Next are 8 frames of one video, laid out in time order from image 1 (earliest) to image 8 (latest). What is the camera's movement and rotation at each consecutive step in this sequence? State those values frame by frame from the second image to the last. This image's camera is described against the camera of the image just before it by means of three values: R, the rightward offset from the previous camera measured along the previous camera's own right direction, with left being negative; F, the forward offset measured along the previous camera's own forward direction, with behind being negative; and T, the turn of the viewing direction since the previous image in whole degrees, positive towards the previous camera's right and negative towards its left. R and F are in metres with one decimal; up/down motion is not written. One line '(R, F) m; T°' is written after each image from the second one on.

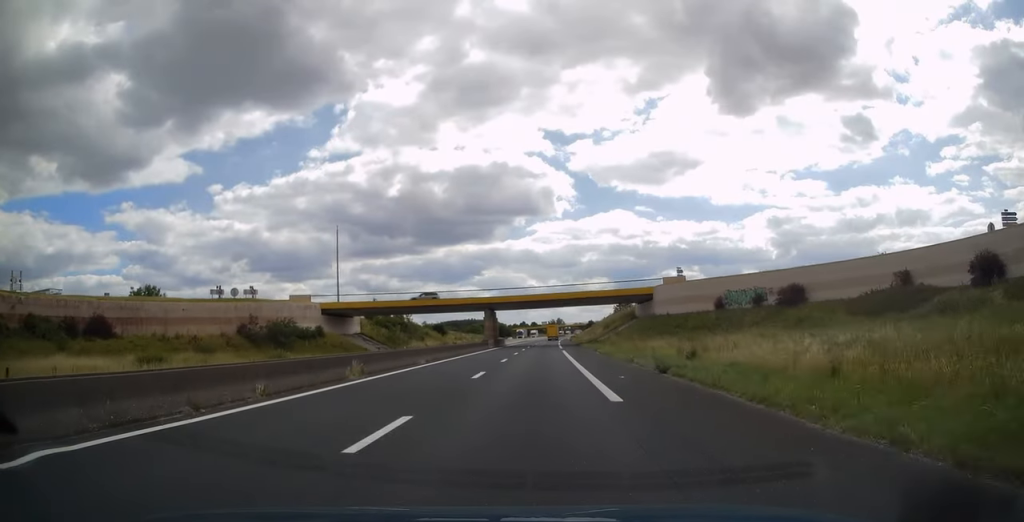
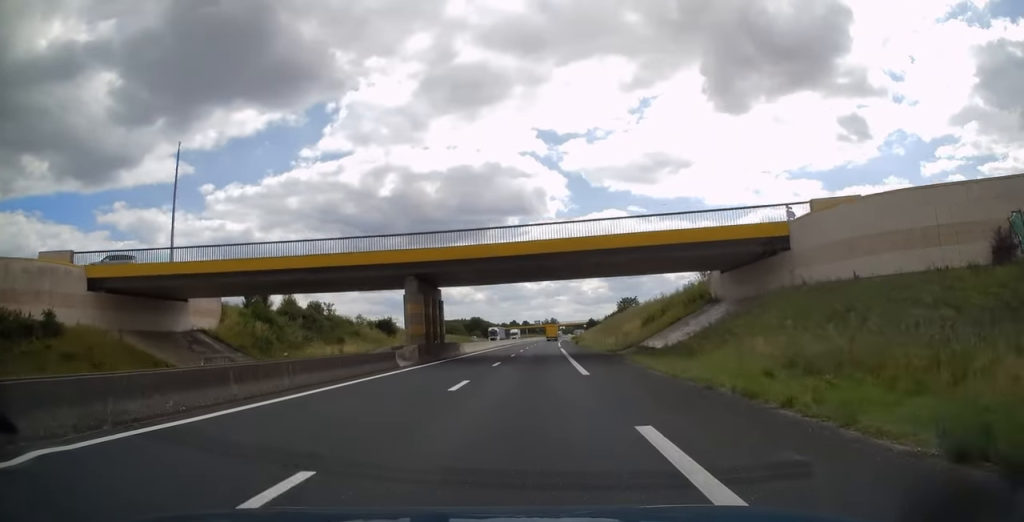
(+0.5, +42.0) m; +1°
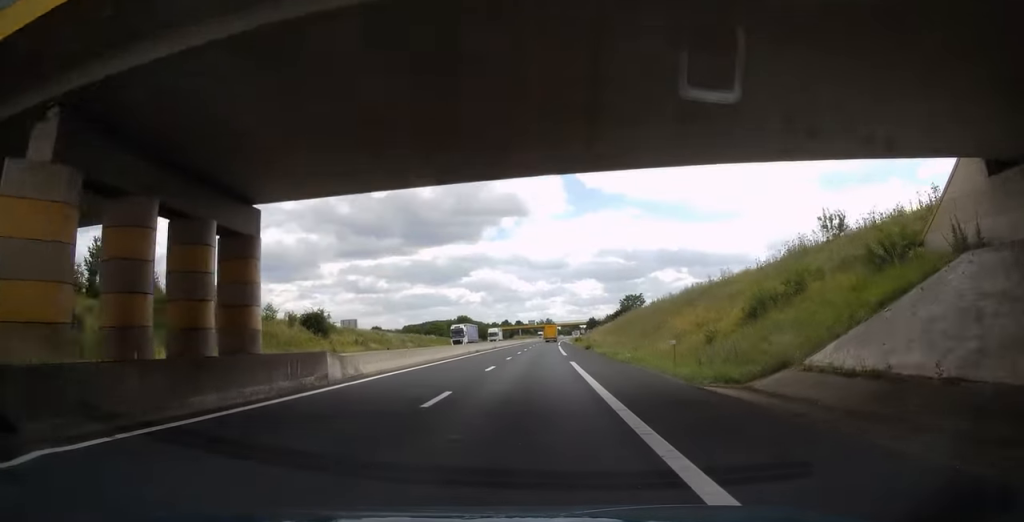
(0.0, +28.3) m; 0°
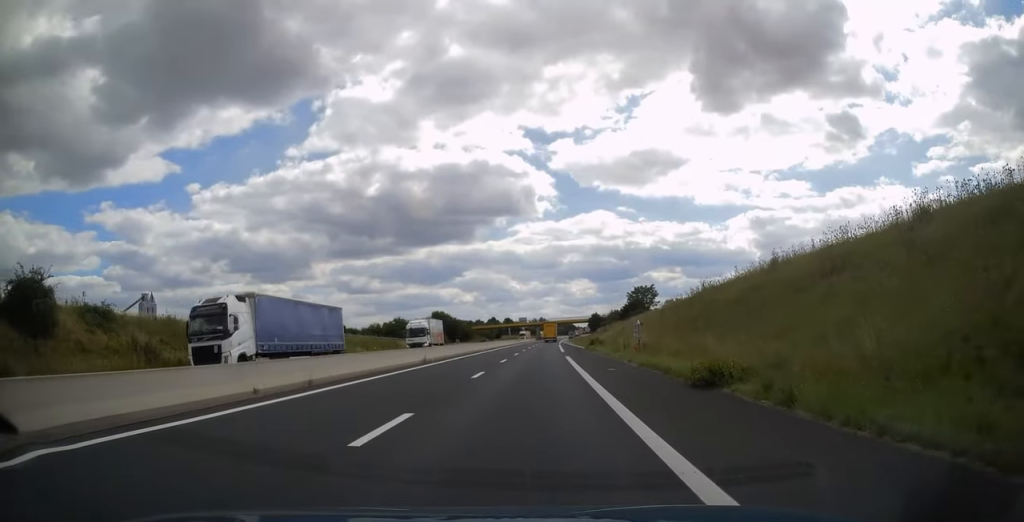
(+0.1, +42.0) m; 0°
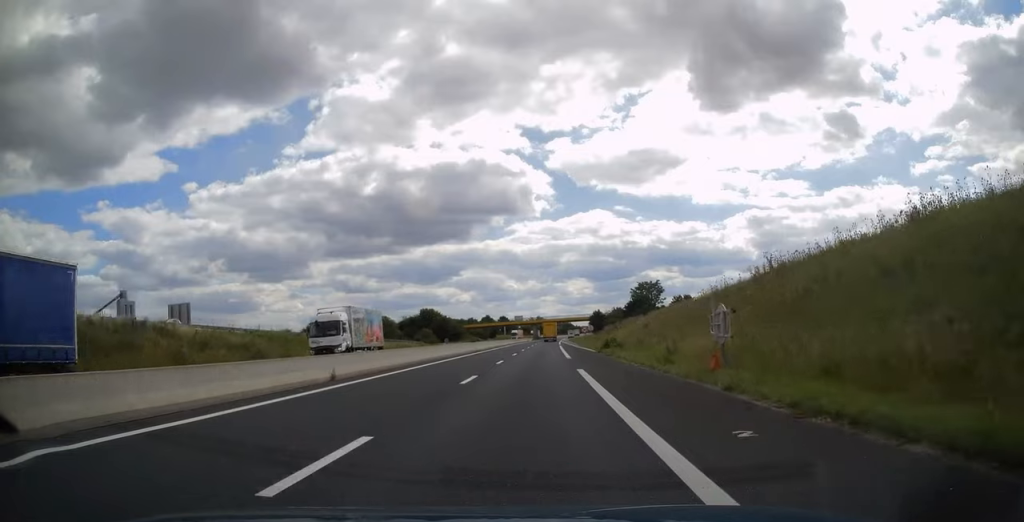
(0.0, +15.2) m; 0°
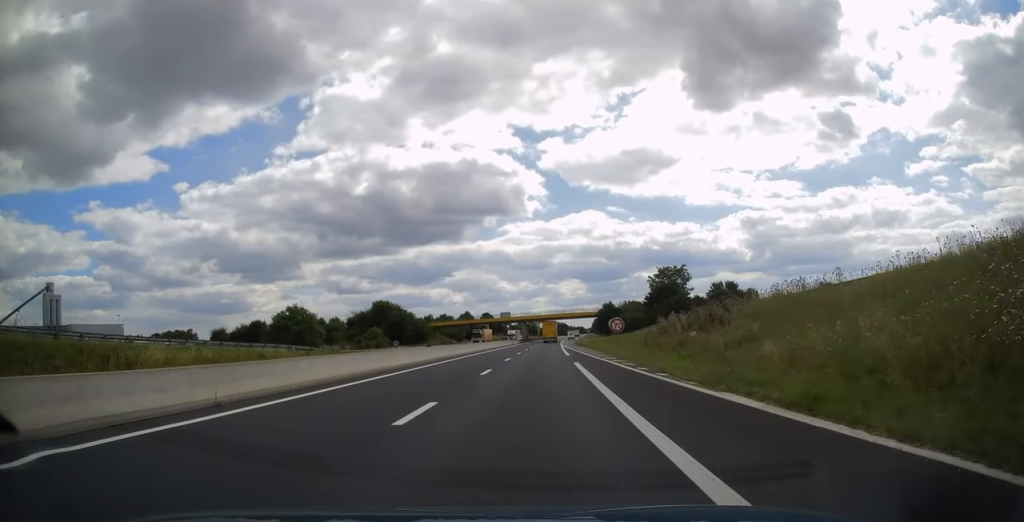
(+0.6, +45.9) m; +1°
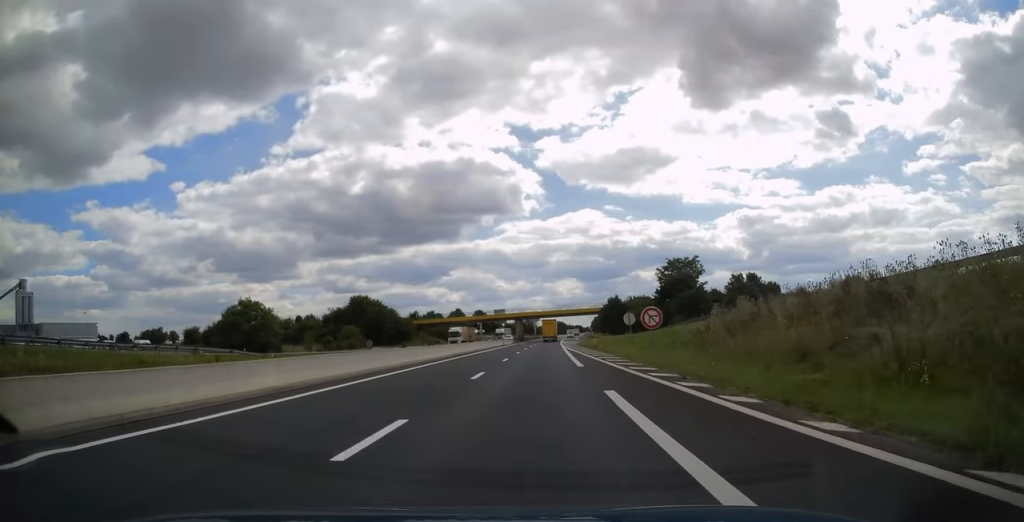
(0.0, +15.1) m; 0°
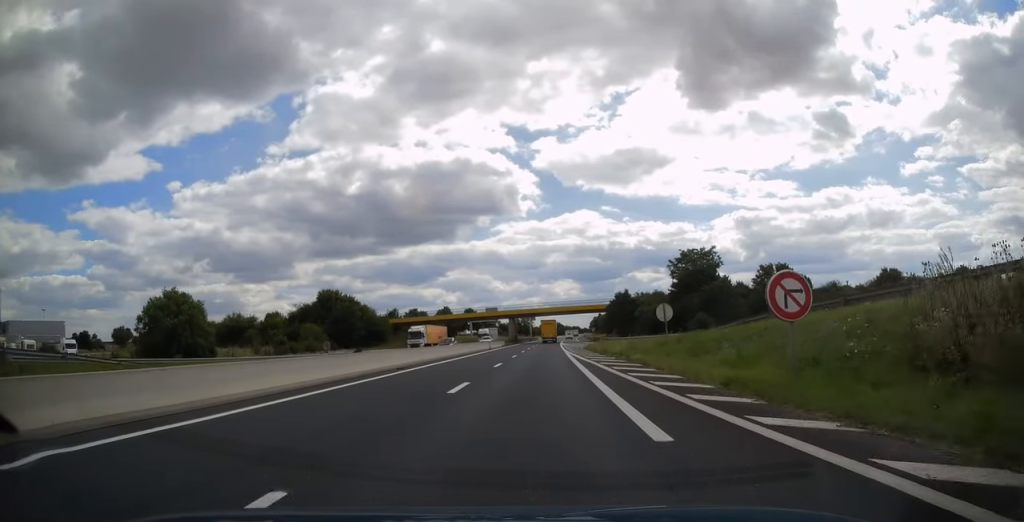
(0.0, +17.1) m; 0°
